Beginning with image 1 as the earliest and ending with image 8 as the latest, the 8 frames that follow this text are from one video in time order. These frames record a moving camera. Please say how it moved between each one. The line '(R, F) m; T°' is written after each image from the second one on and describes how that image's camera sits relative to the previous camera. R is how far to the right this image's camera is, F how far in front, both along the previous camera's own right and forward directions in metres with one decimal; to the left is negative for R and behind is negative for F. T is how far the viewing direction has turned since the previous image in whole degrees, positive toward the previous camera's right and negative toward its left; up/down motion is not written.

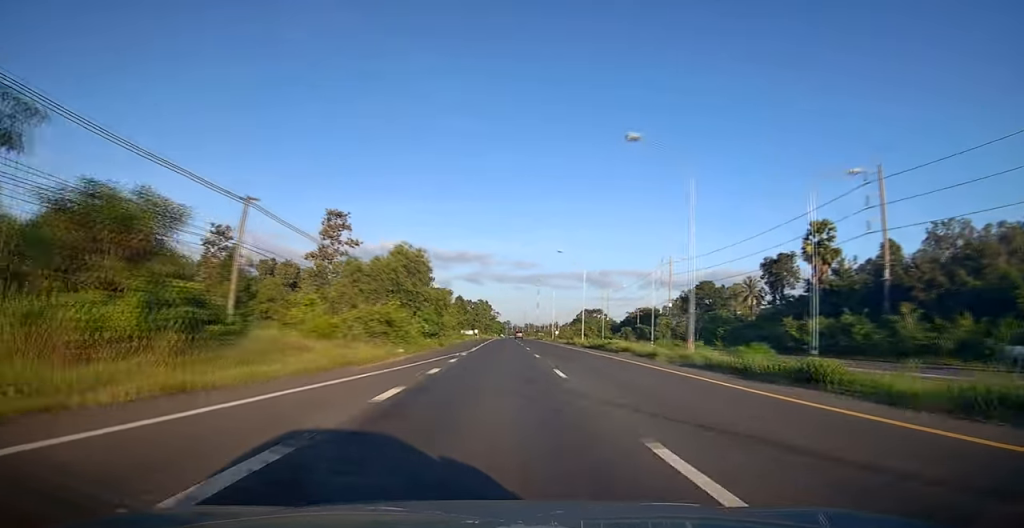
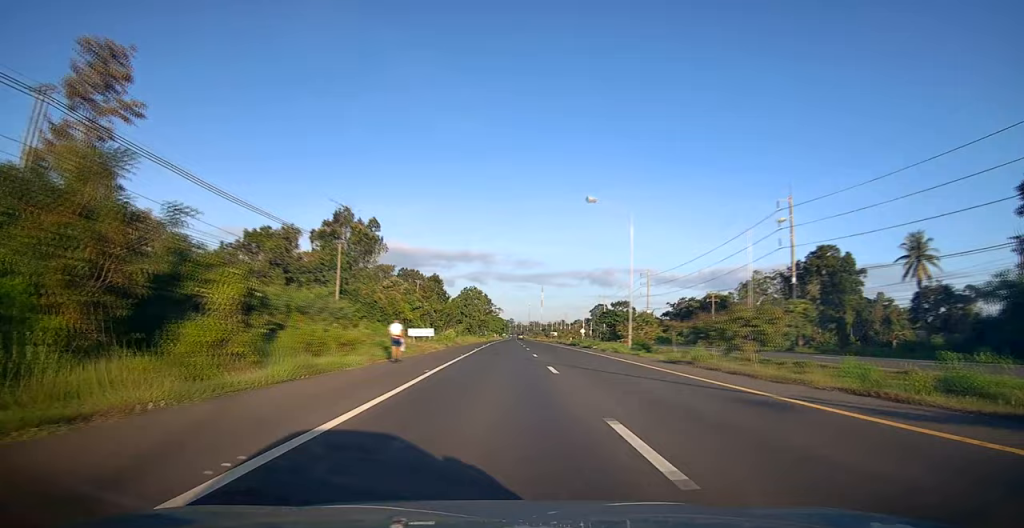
(-0.1, +58.1) m; -1°
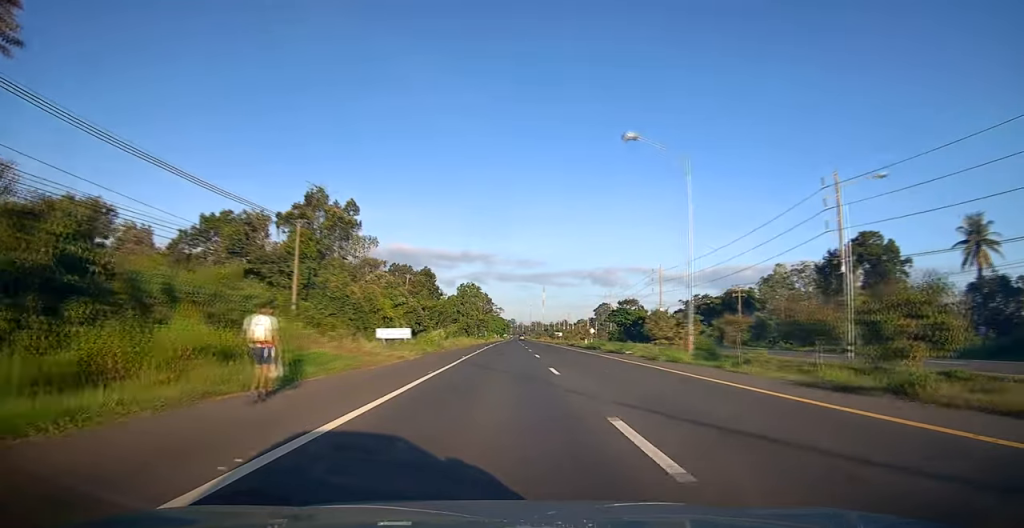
(0.0, +11.9) m; 0°
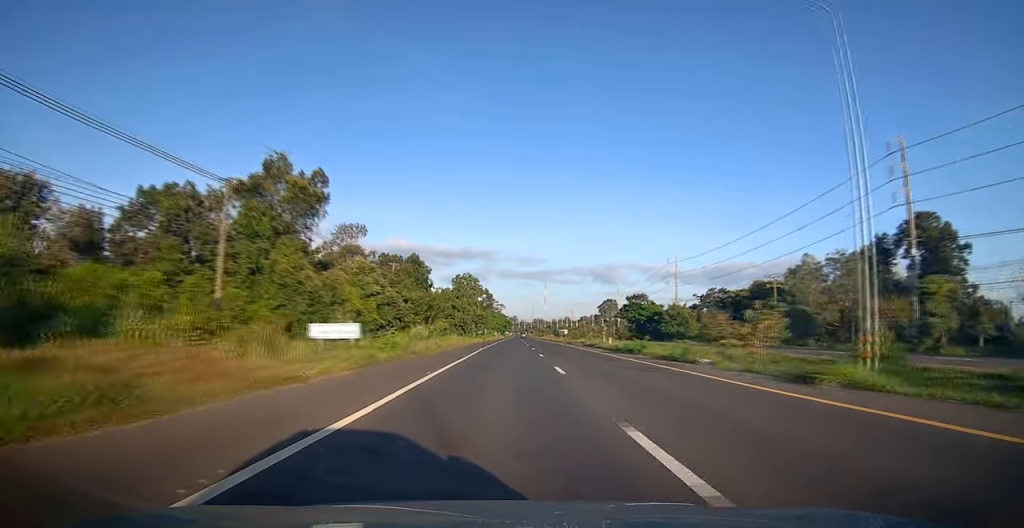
(0.0, +12.6) m; 0°
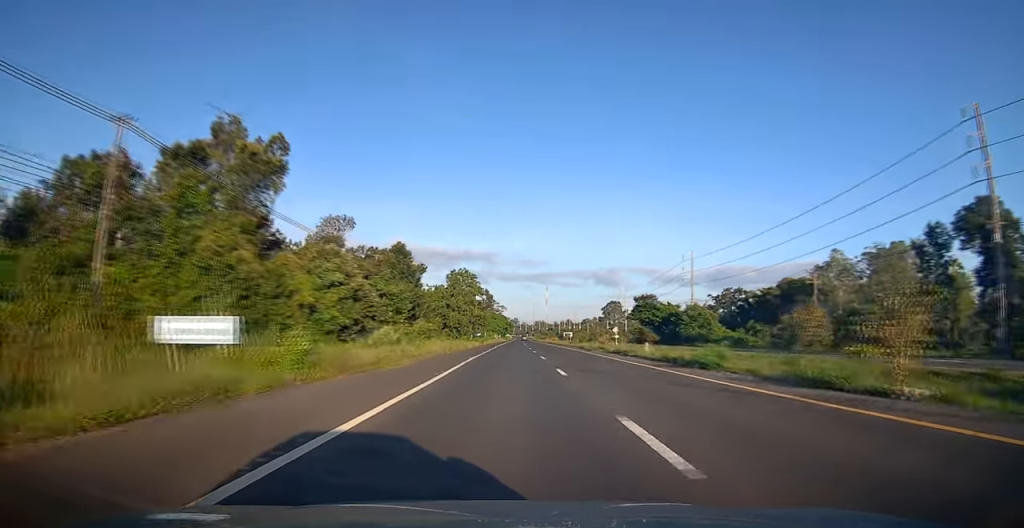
(0.0, +11.1) m; 0°
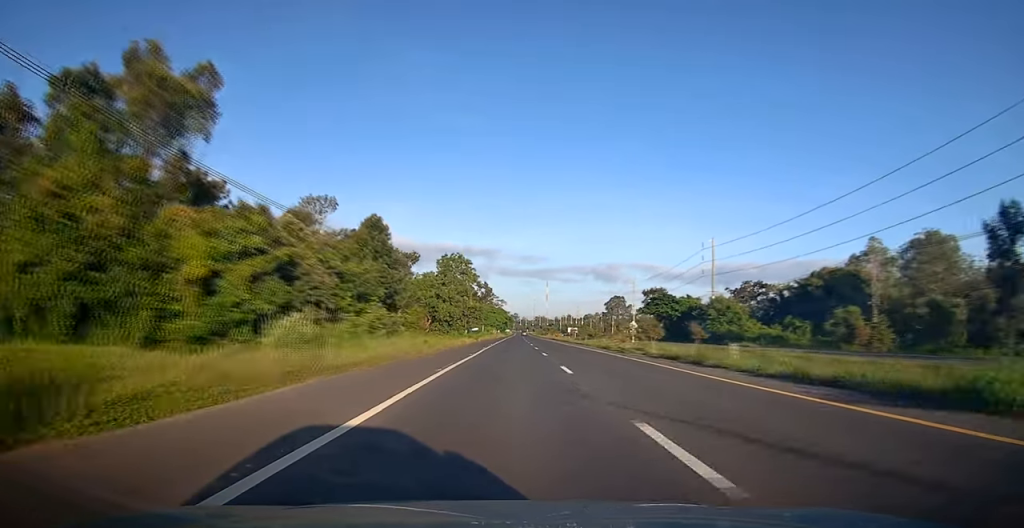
(0.0, +12.5) m; +1°
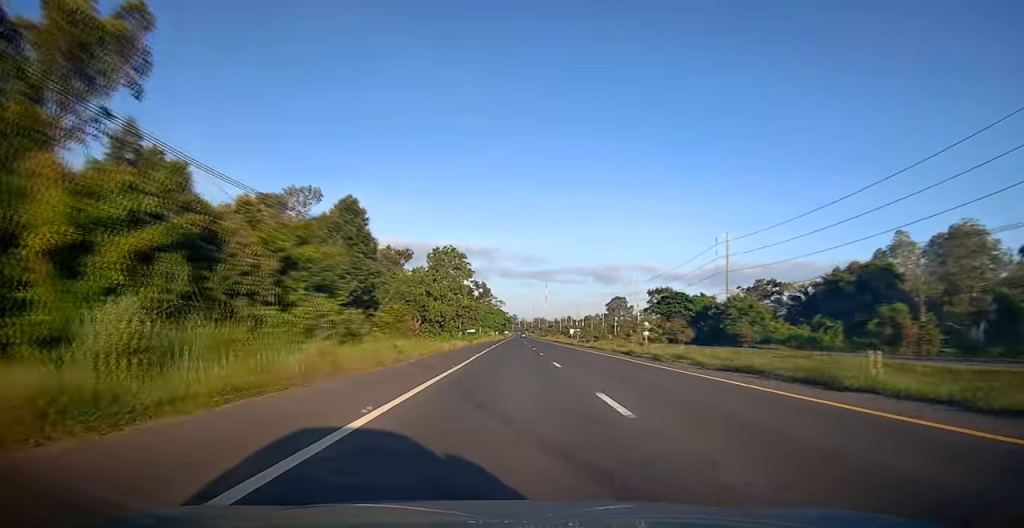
(0.0, +8.1) m; +1°
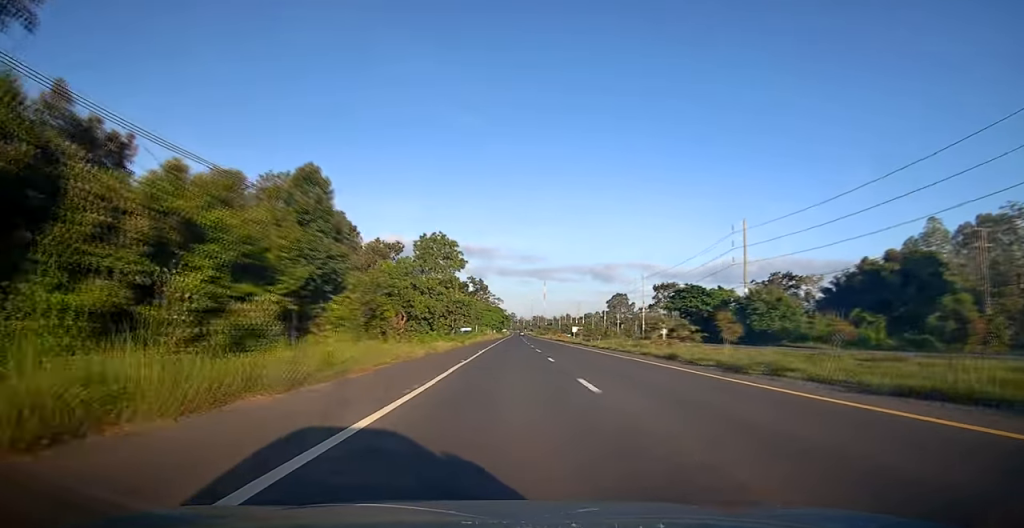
(+0.2, +8.7) m; 0°
